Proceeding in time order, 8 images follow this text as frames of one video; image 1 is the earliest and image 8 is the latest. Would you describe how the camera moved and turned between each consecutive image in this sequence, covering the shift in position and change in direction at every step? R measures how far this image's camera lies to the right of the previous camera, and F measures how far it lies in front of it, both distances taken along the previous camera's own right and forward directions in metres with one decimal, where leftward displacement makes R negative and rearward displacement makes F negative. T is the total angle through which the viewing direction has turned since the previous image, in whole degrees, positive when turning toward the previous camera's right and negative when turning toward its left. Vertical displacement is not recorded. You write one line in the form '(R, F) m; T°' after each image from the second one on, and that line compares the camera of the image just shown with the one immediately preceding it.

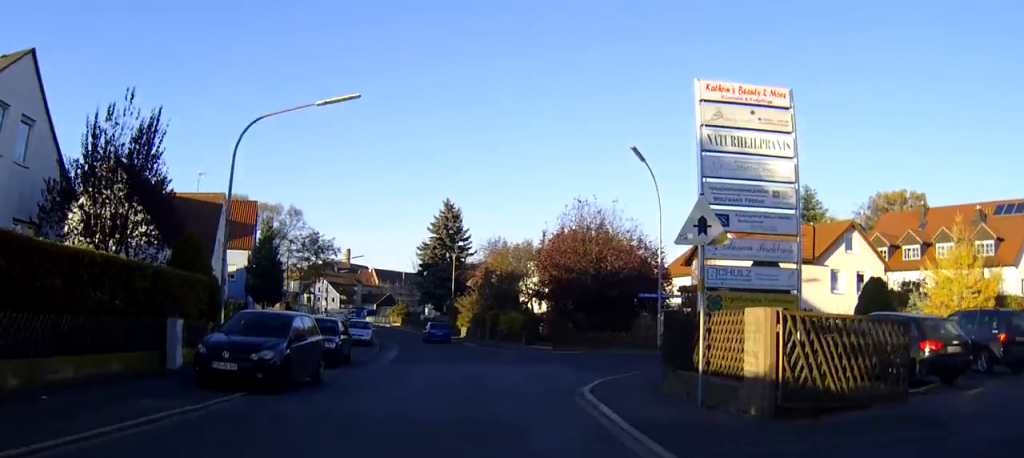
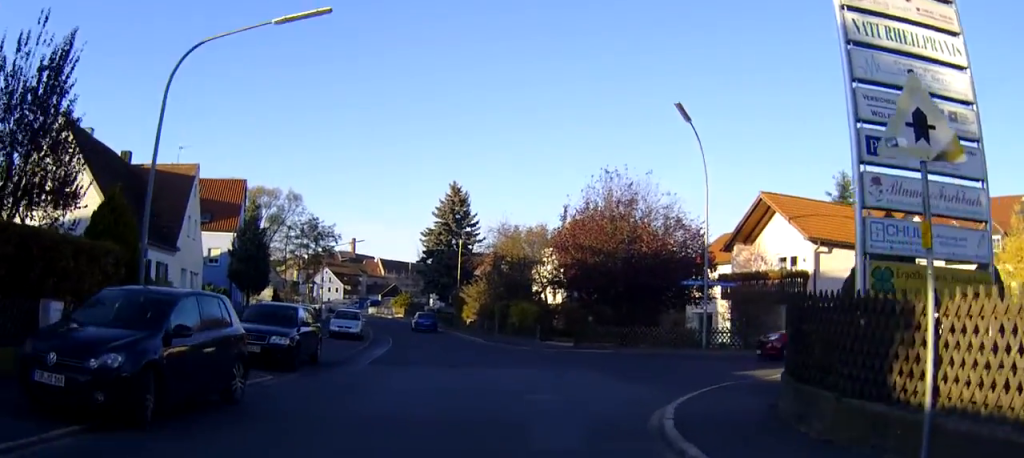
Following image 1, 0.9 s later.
(-0.1, +5.8) m; -2°
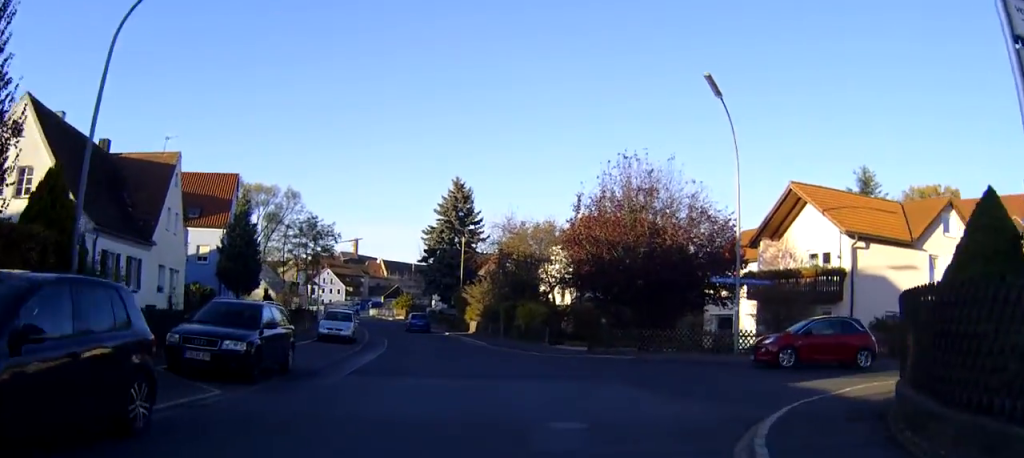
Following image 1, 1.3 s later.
(0.0, +3.5) m; 0°
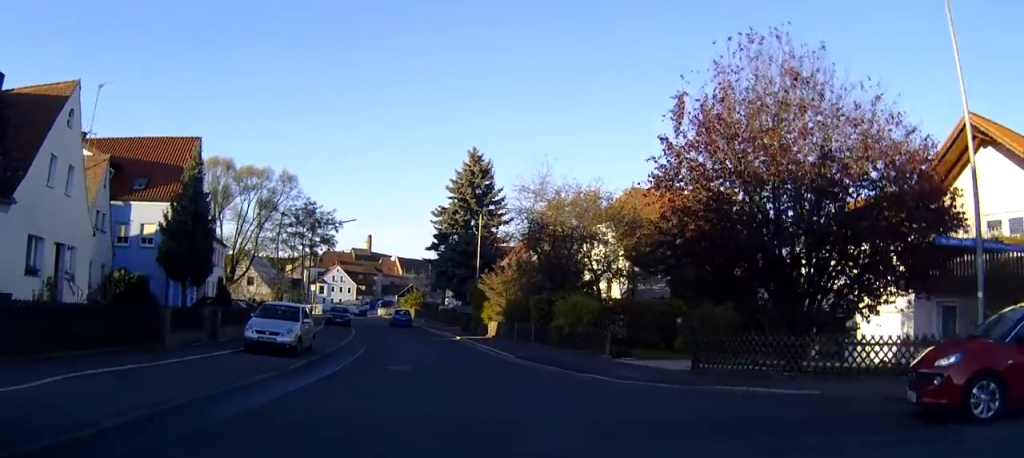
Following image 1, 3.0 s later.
(-0.1, +12.5) m; -1°
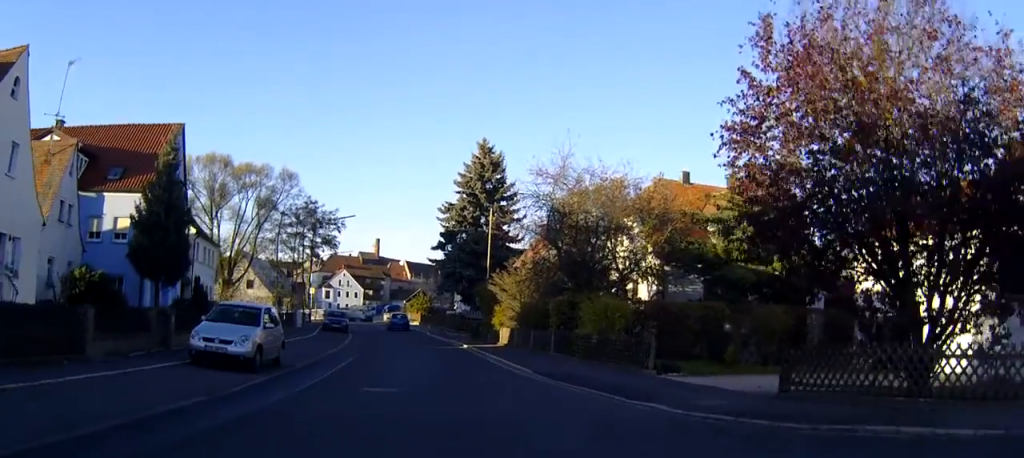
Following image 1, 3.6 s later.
(0.0, +4.4) m; -1°
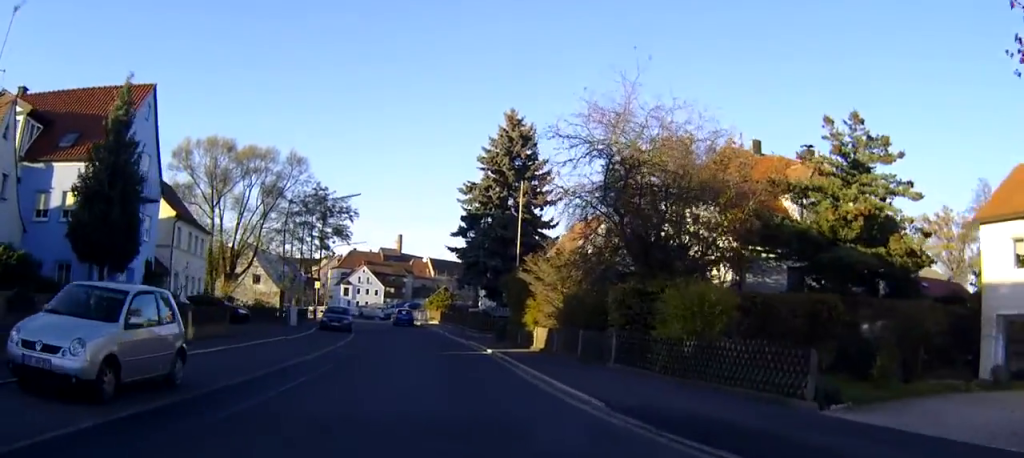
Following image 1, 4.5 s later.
(-0.2, +7.5) m; -2°
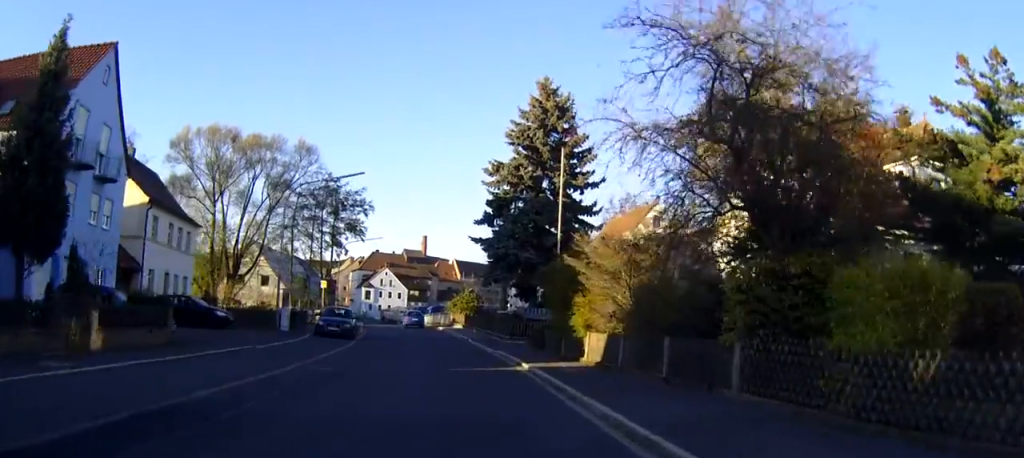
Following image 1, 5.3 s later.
(-0.1, +7.1) m; -2°
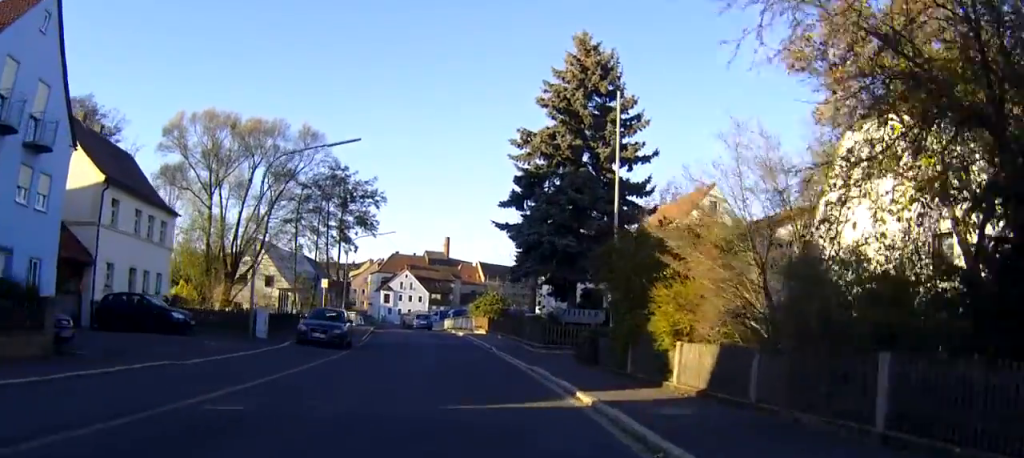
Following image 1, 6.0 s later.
(-0.1, +7.1) m; -2°
